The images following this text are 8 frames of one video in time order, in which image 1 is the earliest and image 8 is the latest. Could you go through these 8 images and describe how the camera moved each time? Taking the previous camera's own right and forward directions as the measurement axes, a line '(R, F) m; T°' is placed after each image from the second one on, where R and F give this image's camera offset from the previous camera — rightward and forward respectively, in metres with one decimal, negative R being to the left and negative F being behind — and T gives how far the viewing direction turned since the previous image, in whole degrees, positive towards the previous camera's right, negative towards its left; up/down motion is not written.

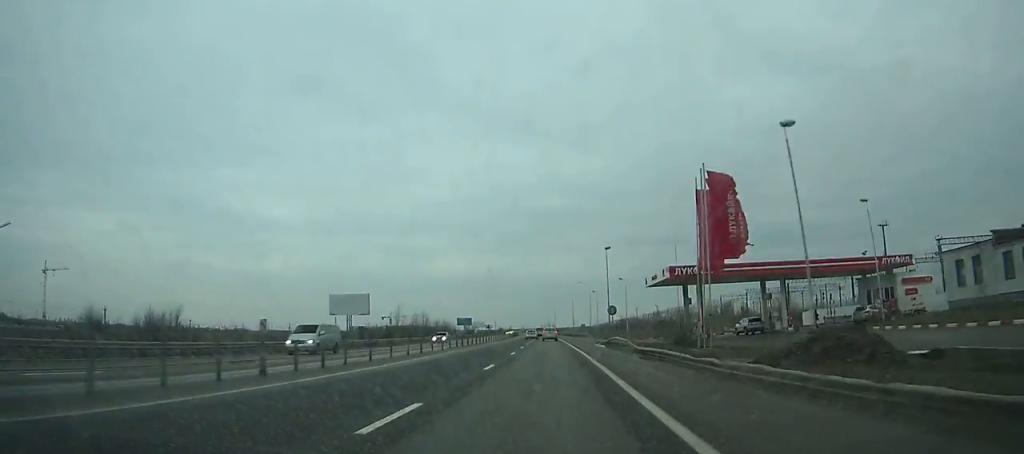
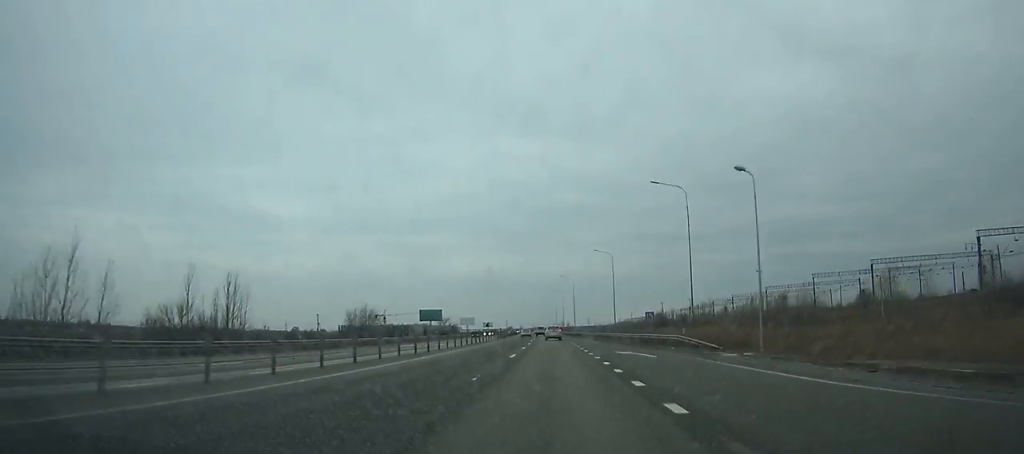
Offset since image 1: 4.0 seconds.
(-0.4, +87.5) m; -1°
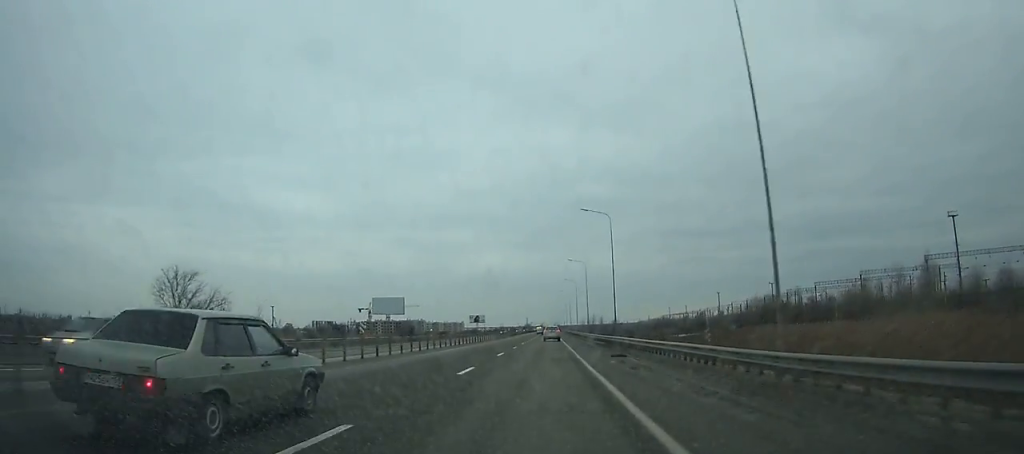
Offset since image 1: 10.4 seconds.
(-2.9, +140.7) m; -2°
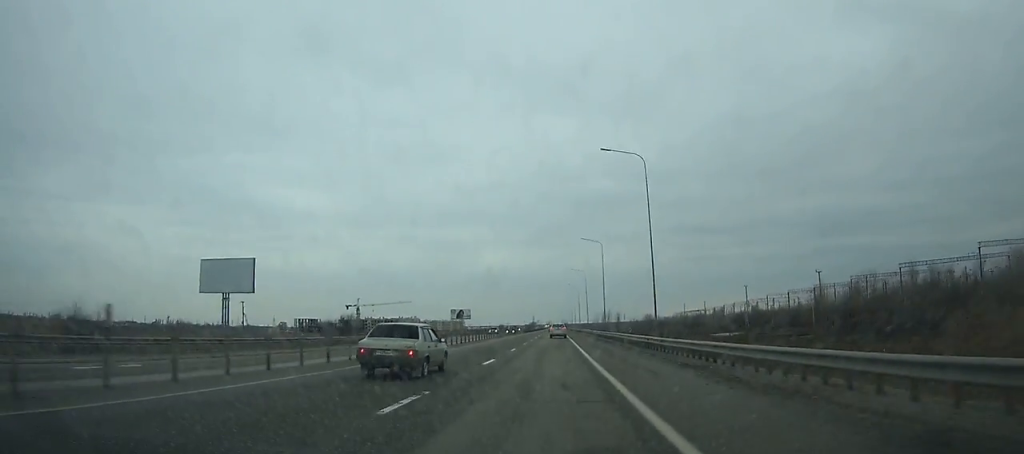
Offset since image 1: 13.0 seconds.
(-0.4, +57.7) m; 0°
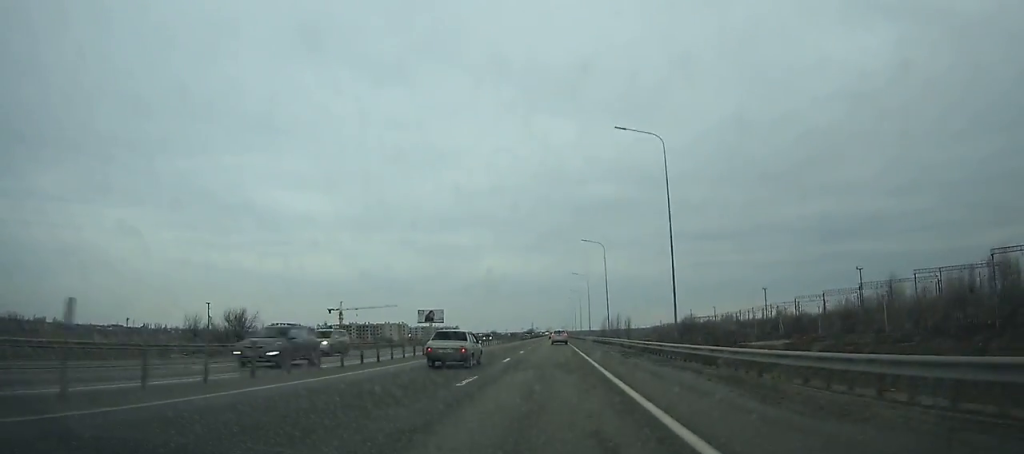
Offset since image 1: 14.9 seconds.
(+0.1, +42.6) m; 0°
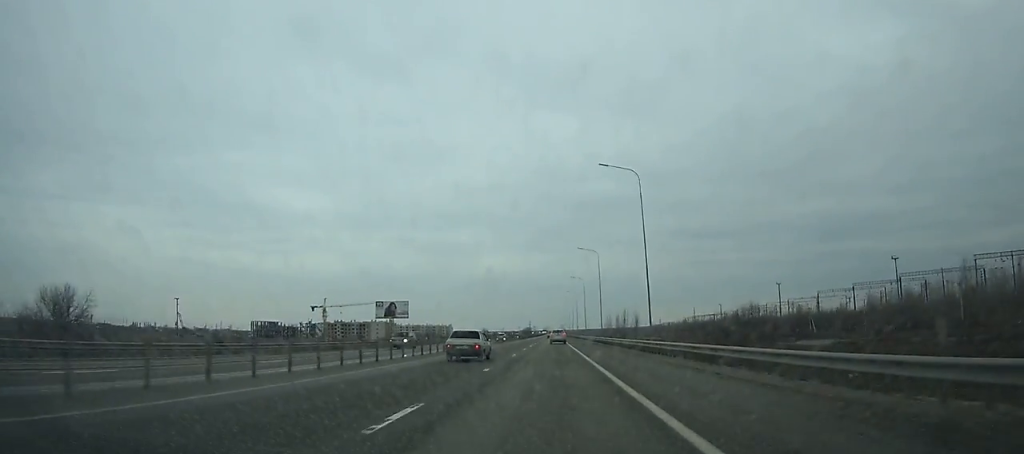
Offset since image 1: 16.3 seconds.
(0.0, +31.8) m; 0°
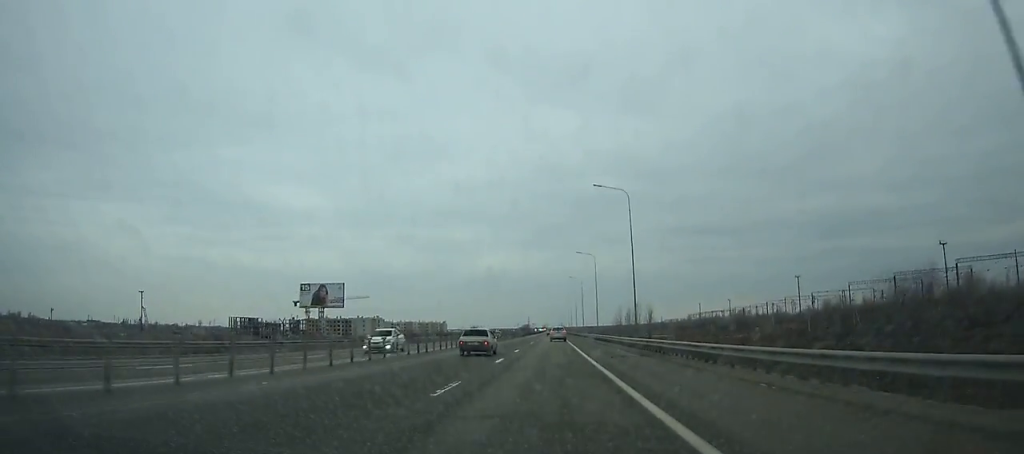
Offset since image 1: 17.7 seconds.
(+0.1, +32.0) m; 0°
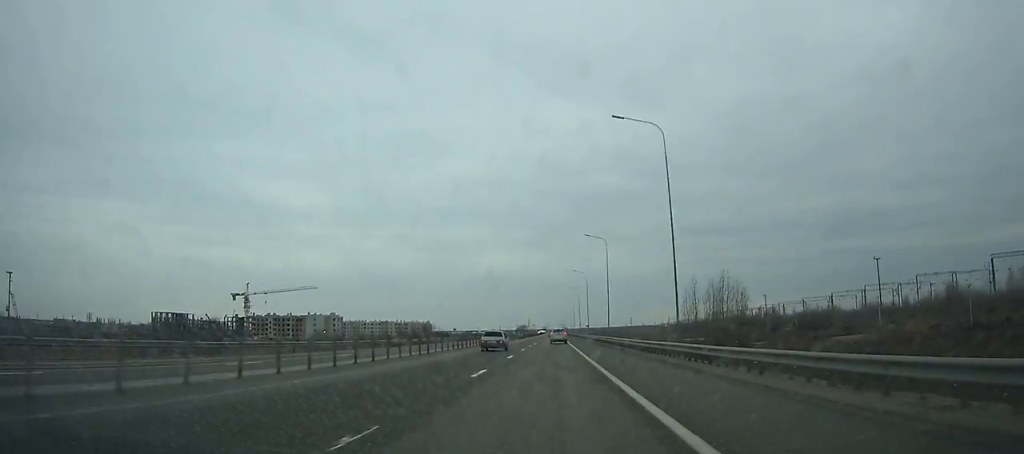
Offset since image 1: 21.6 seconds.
(-0.2, +90.8) m; 0°
